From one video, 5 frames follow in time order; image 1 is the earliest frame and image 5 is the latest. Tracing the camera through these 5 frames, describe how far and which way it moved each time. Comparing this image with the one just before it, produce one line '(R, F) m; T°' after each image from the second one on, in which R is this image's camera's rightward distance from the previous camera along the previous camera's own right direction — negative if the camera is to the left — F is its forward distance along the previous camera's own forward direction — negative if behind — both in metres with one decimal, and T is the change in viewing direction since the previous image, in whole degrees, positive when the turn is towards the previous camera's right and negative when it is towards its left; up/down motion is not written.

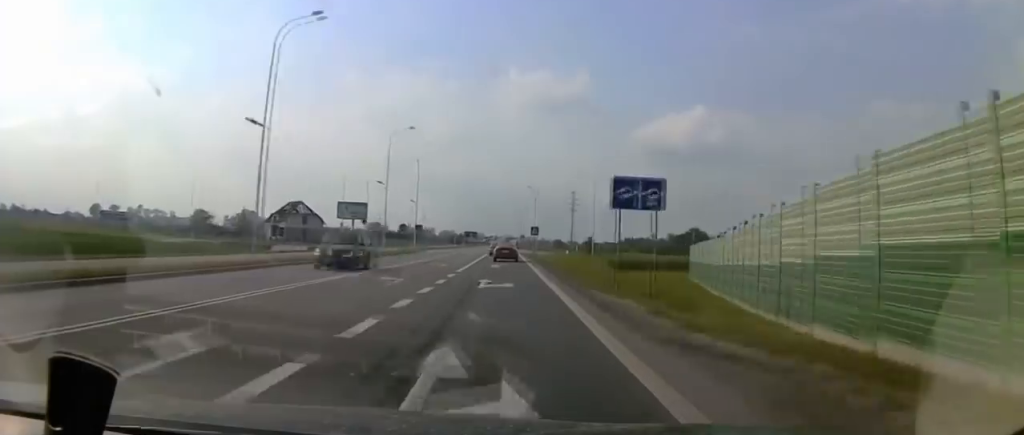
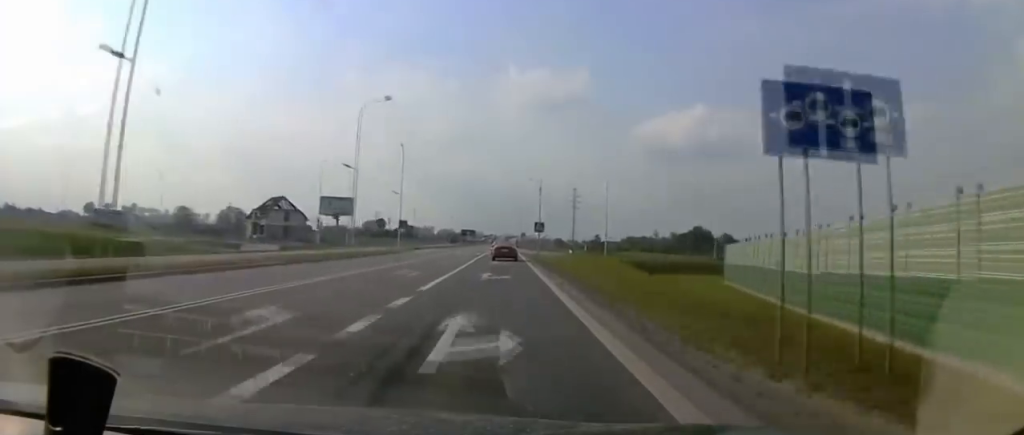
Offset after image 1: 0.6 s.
(+0.1, +11.0) m; +1°
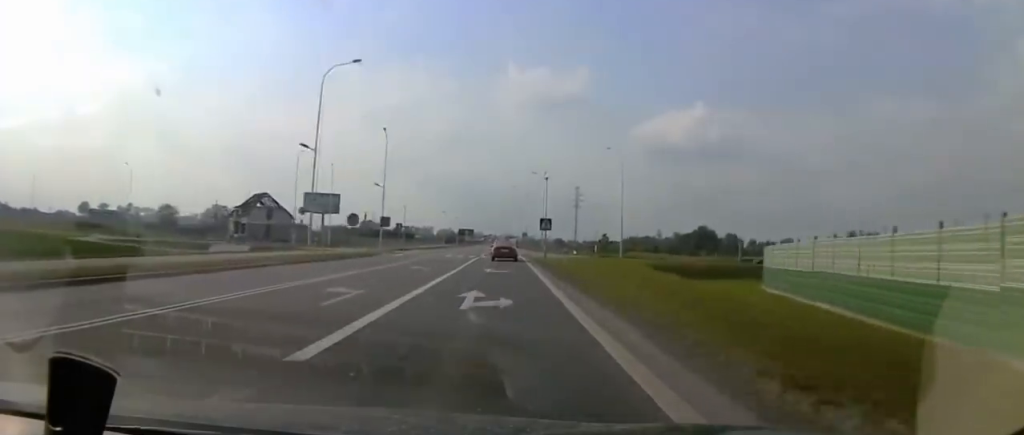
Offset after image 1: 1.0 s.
(0.0, +9.3) m; 0°
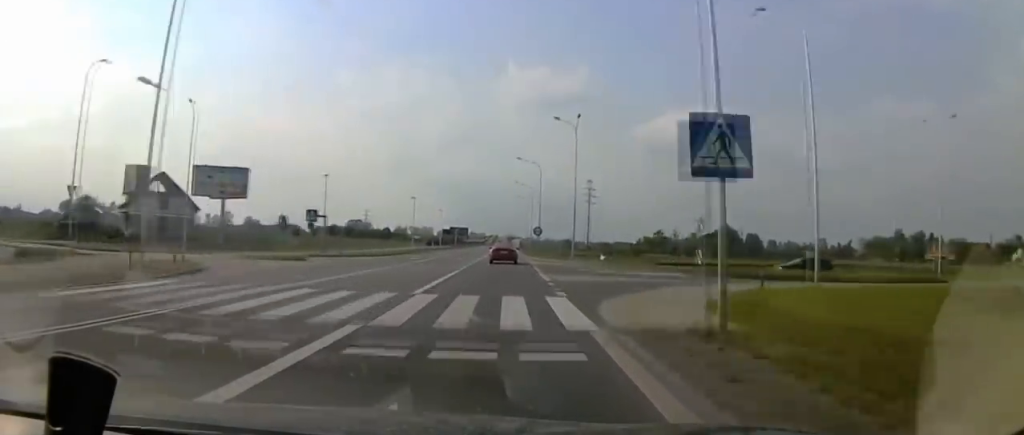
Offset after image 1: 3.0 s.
(0.0, +38.4) m; 0°
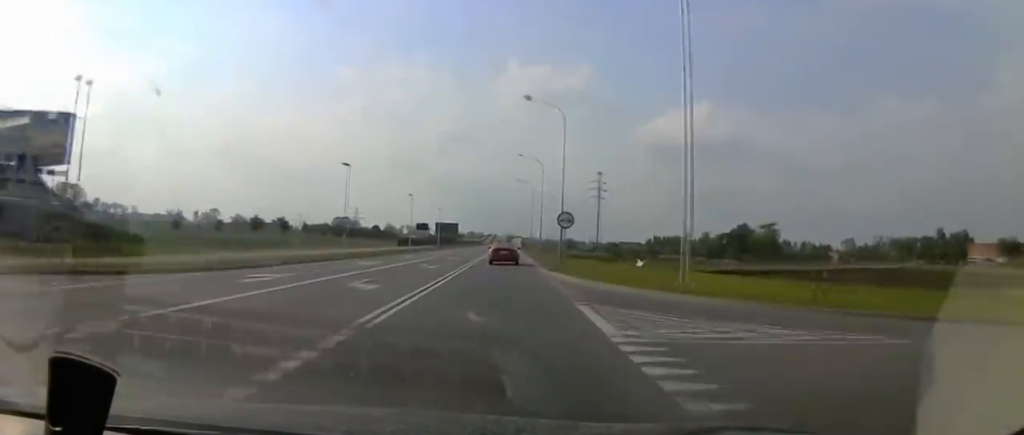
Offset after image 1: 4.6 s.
(0.0, +29.9) m; 0°
